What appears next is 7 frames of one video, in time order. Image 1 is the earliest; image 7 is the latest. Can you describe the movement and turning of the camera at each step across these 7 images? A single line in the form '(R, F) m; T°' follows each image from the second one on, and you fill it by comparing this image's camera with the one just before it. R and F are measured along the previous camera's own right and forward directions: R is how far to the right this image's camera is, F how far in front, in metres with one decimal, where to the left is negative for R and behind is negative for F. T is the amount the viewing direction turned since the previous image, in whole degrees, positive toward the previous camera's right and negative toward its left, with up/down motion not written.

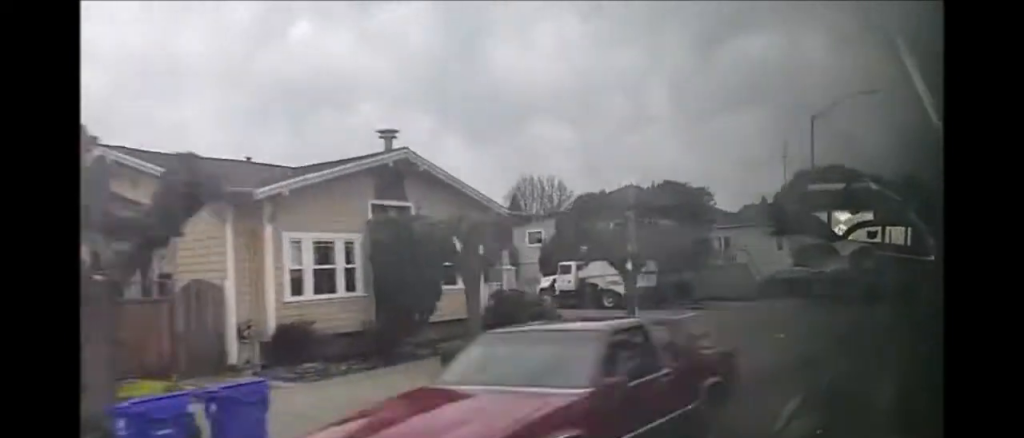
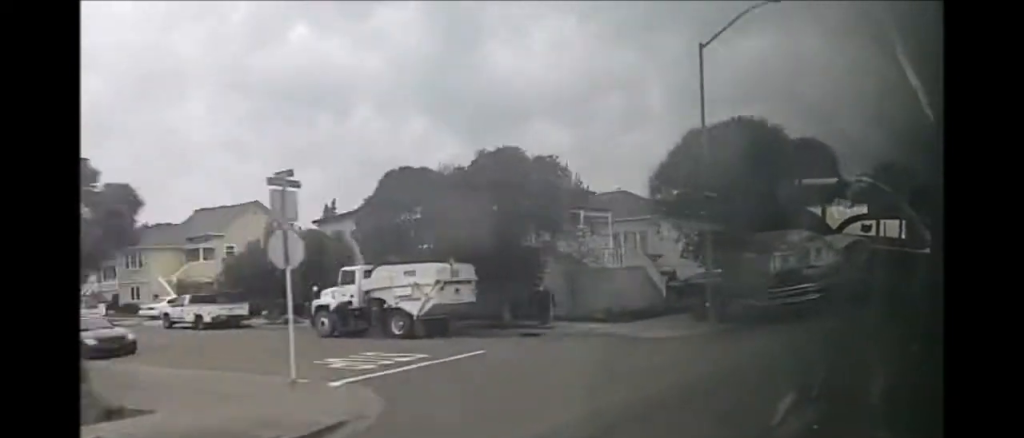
(0.0, +14.6) m; 0°
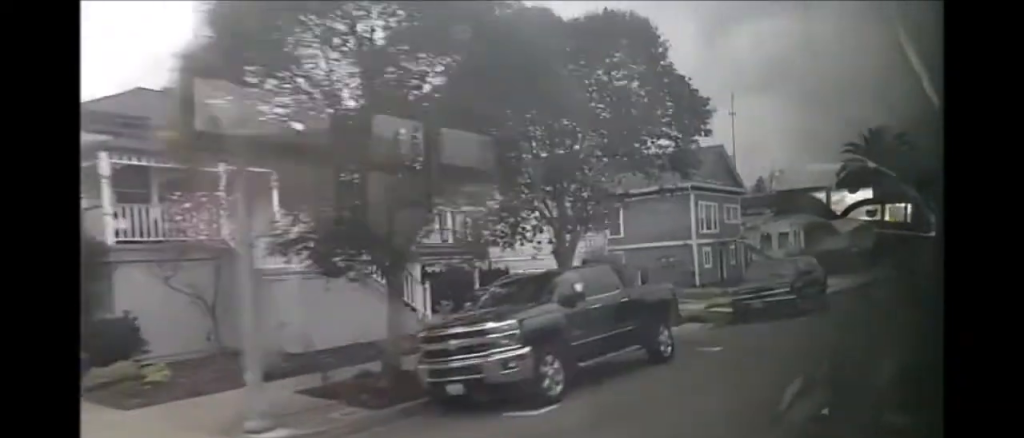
(+0.1, +17.8) m; -1°
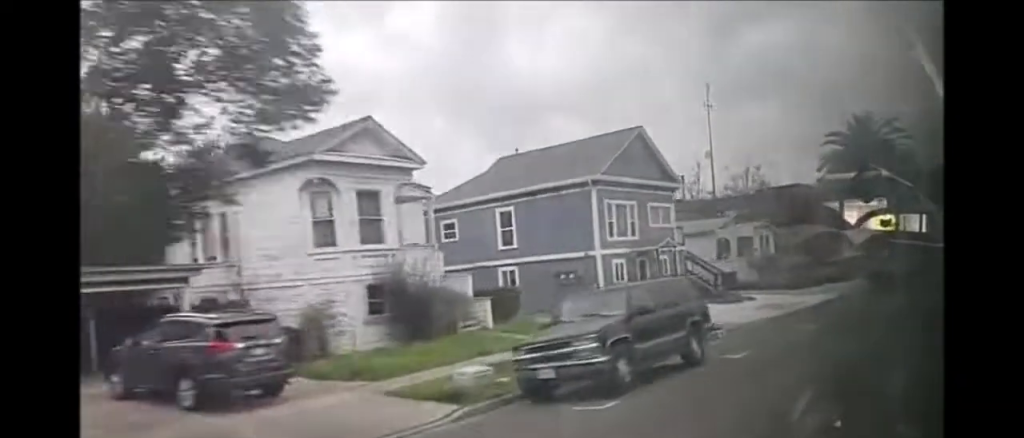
(-0.2, +12.3) m; -1°
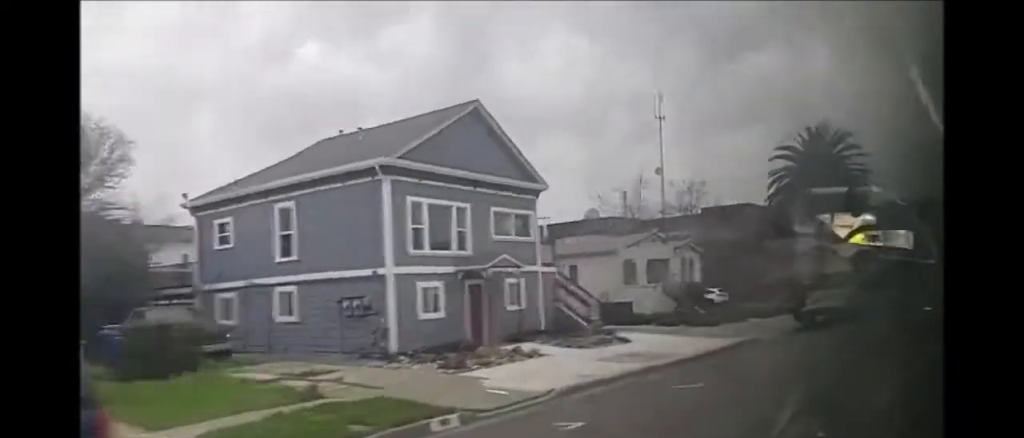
(-0.1, +11.3) m; 0°
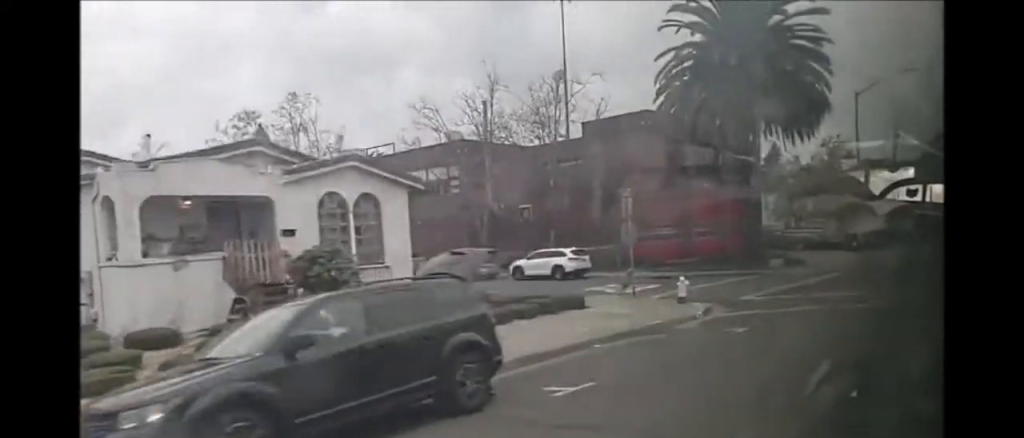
(+0.2, +28.1) m; 0°
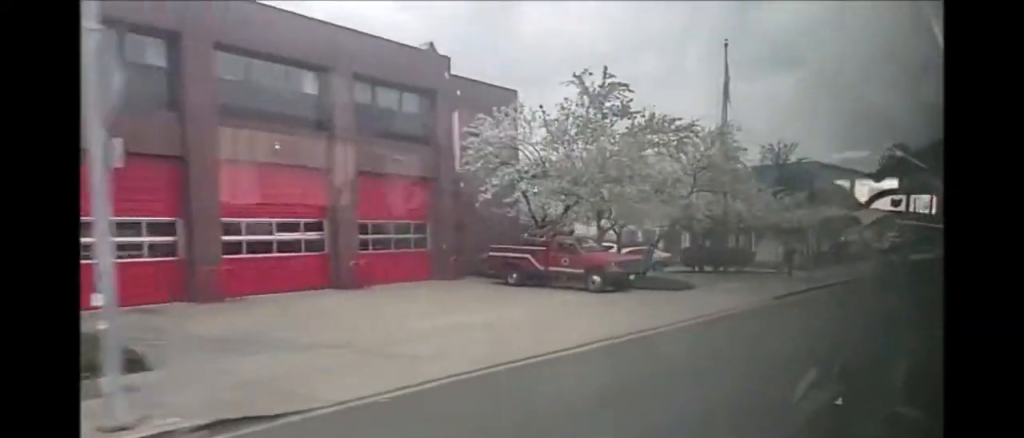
(-0.3, +32.4) m; 0°
